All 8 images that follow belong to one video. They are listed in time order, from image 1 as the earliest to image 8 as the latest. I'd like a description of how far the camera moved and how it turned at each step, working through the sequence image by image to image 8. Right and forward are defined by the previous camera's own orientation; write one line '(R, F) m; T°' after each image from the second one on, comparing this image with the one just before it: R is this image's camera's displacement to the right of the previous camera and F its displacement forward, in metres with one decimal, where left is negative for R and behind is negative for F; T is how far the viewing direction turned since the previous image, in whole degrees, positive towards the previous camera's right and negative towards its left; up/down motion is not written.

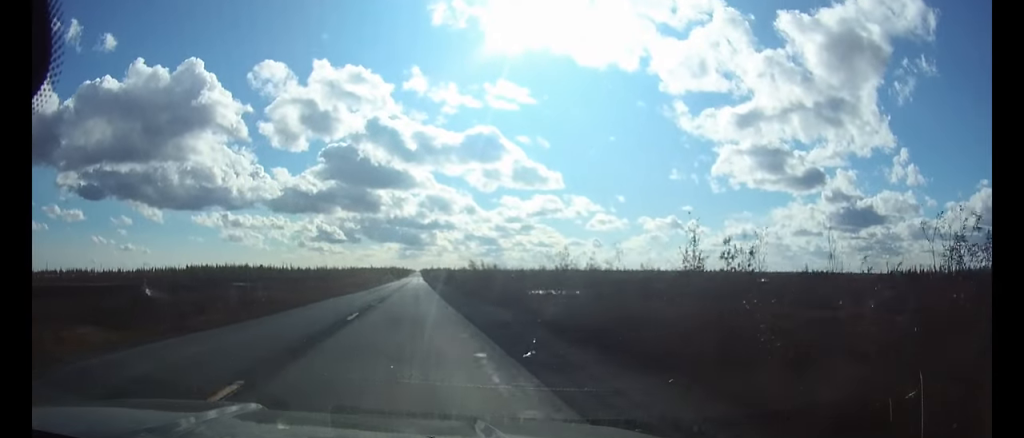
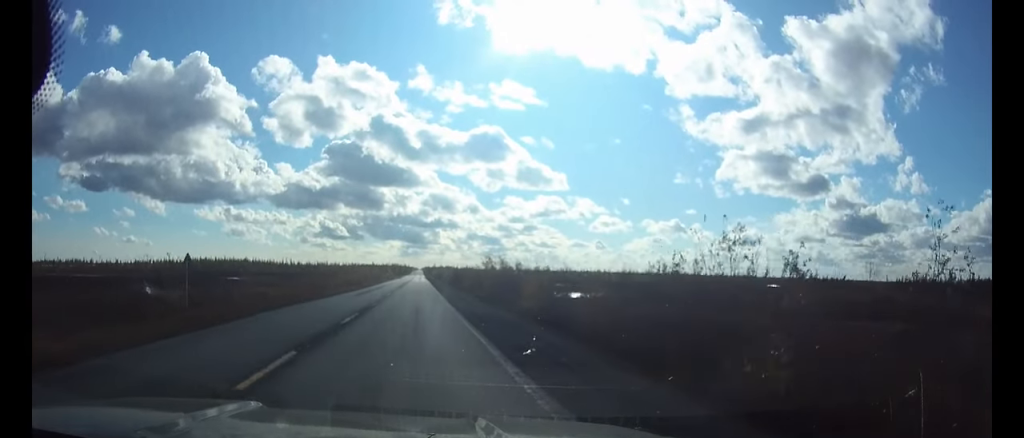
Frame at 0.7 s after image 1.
(0.0, +12.7) m; 0°
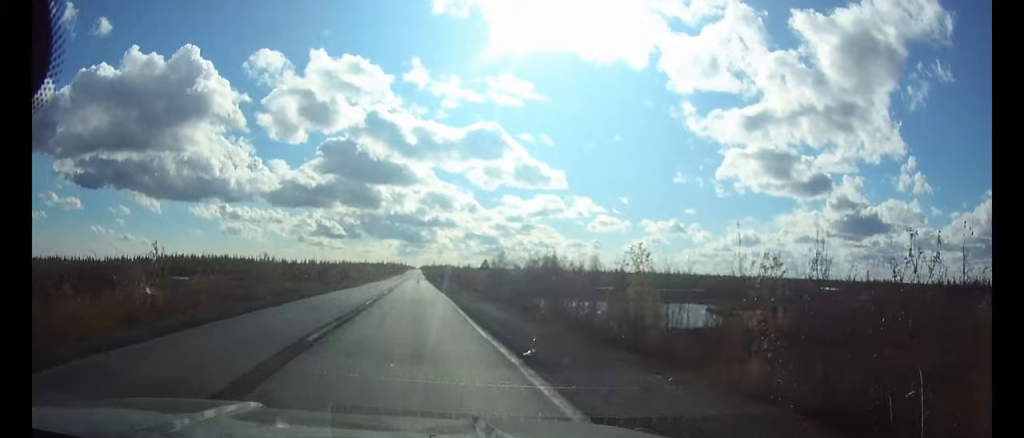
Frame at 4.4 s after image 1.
(0.0, +75.7) m; 0°
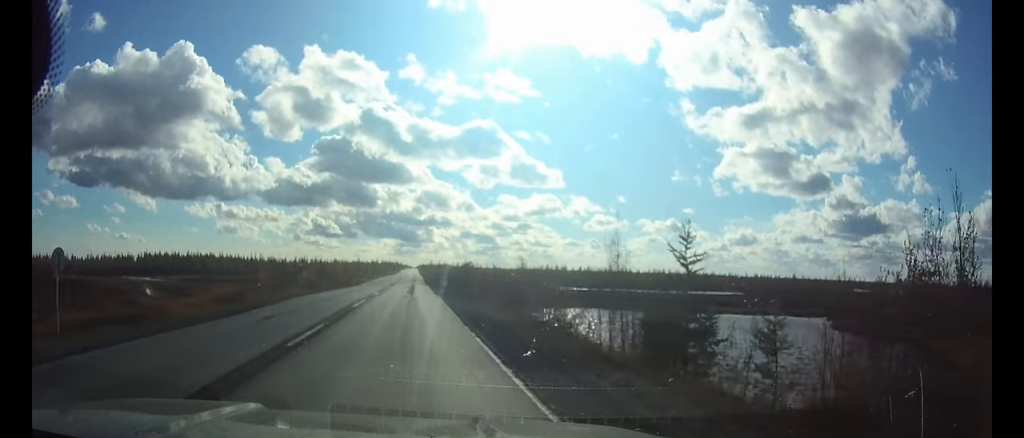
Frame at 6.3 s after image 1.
(+0.1, +37.9) m; 0°
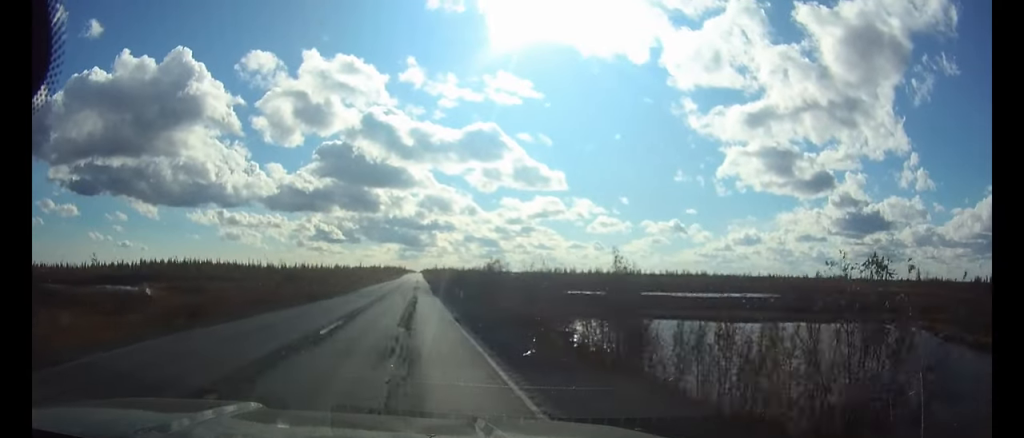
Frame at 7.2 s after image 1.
(0.0, +17.8) m; 0°
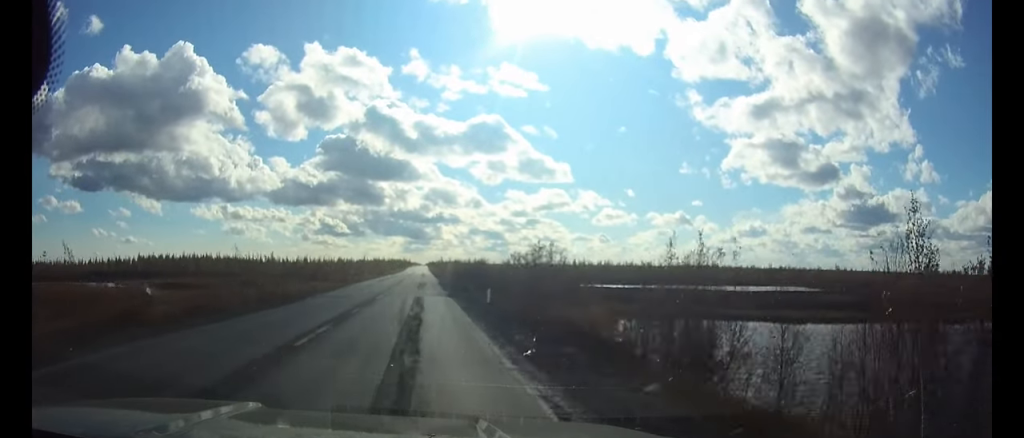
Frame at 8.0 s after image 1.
(0.0, +14.0) m; 0°
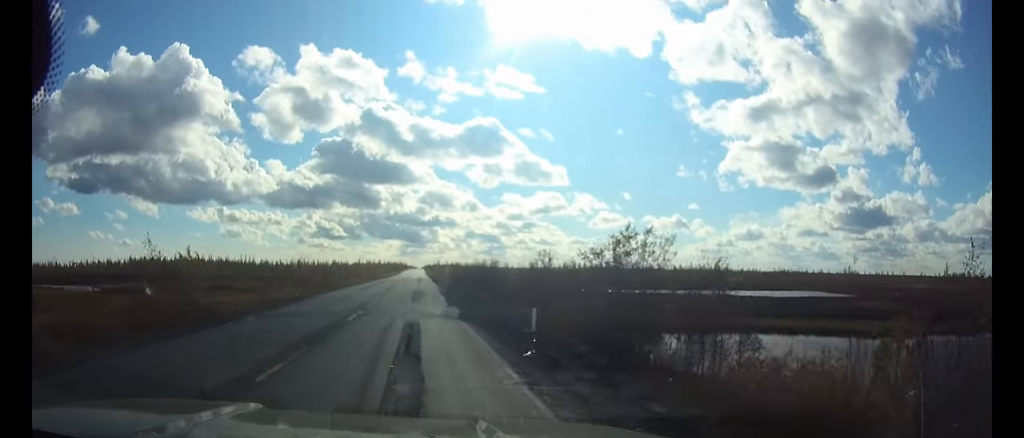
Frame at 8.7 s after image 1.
(0.0, +11.9) m; 0°
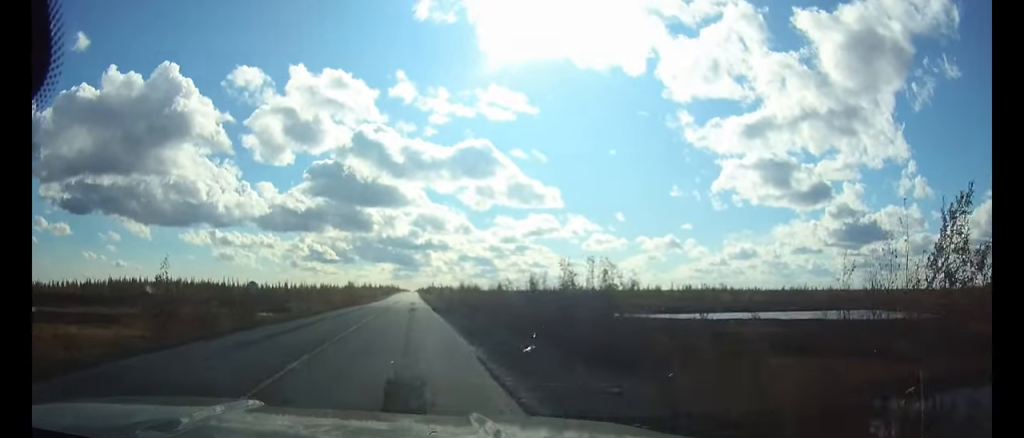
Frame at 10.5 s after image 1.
(0.0, +29.0) m; 0°
